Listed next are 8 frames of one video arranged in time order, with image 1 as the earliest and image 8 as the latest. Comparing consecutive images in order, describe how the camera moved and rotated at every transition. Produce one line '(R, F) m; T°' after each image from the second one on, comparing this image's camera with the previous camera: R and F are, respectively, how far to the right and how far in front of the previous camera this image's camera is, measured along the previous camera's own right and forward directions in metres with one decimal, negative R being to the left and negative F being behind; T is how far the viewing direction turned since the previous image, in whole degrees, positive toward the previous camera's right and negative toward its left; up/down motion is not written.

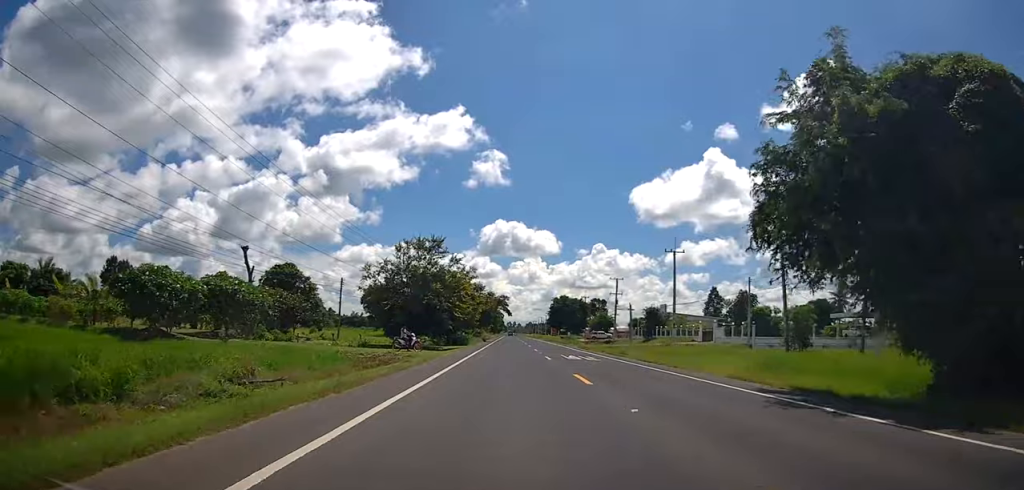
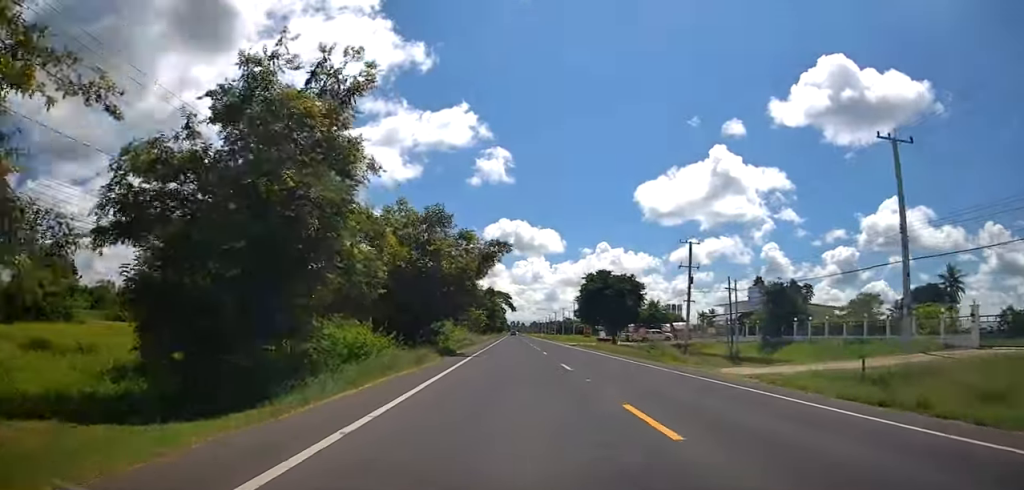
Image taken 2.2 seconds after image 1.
(-0.2, +43.3) m; -2°
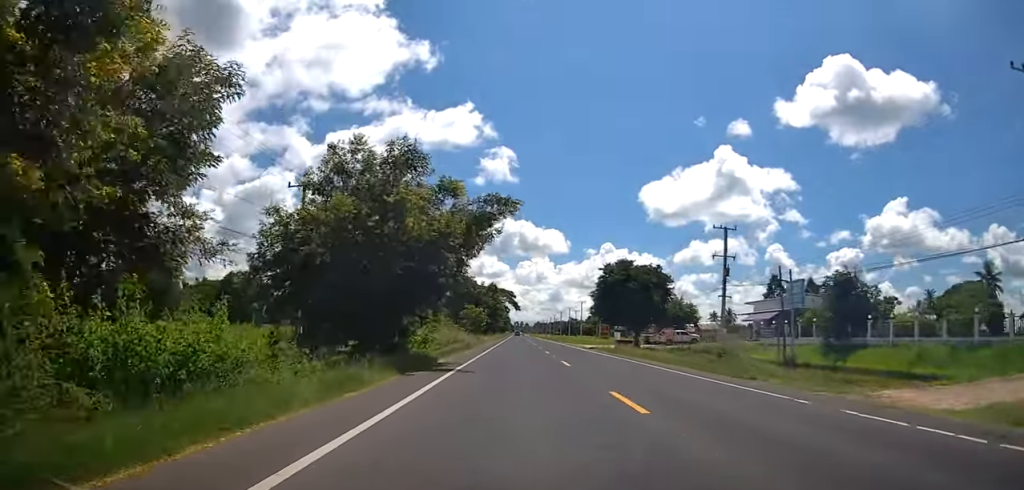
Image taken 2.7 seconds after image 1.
(-0.2, +10.0) m; -1°
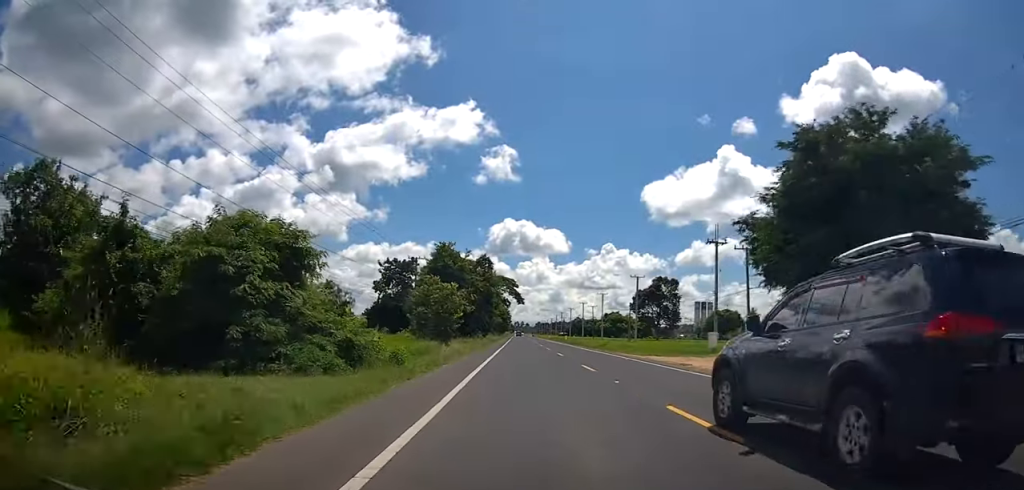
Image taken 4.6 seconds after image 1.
(+1.5, +38.9) m; +2°
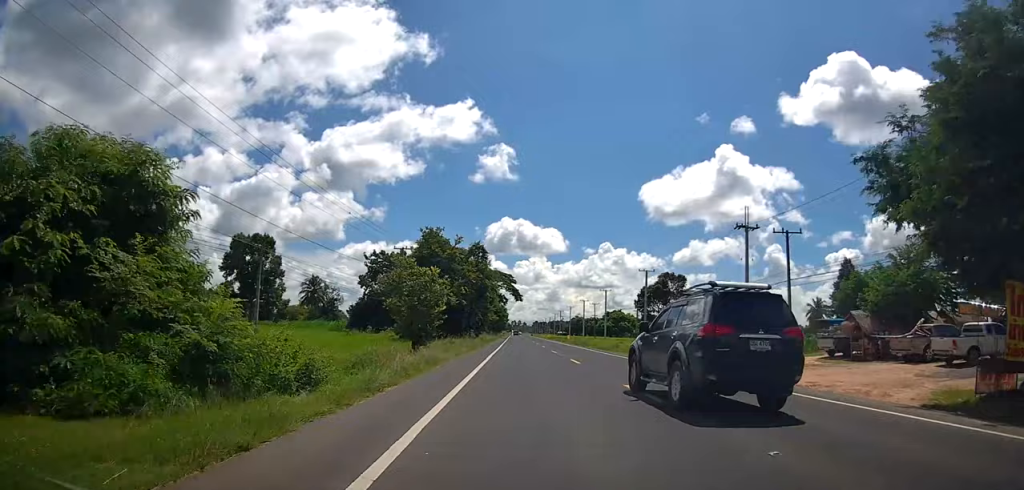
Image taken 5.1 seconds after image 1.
(-0.4, +8.6) m; 0°
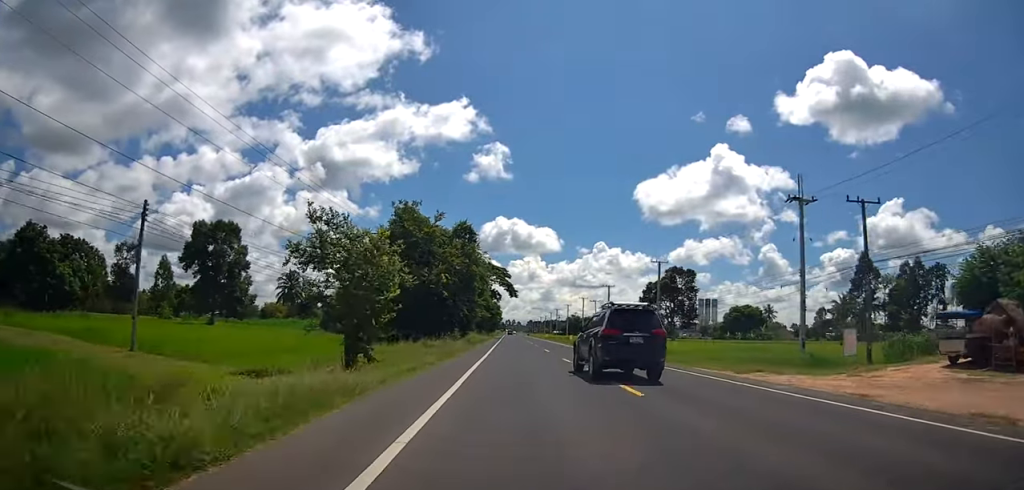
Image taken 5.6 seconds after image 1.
(-0.4, +11.2) m; 0°
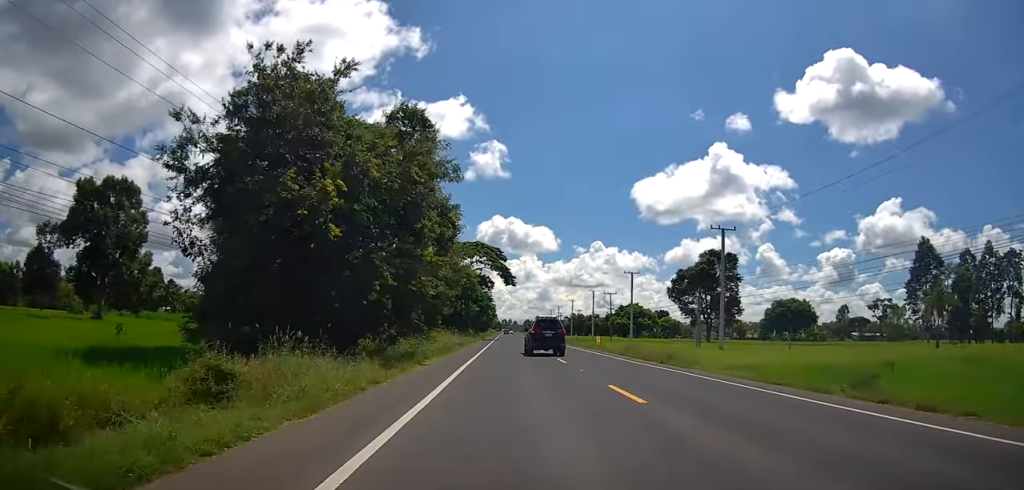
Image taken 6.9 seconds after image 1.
(+0.5, +25.7) m; 0°
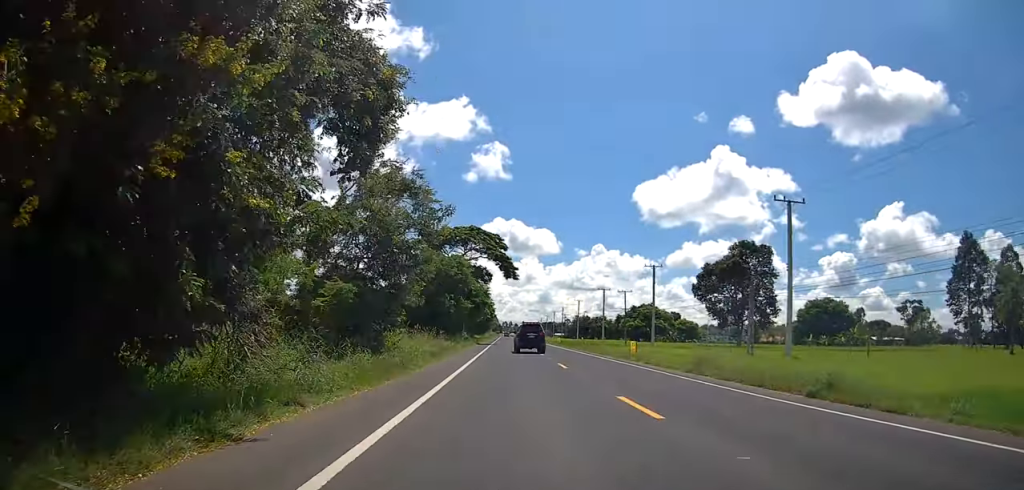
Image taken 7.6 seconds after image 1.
(-0.5, +13.9) m; 0°
